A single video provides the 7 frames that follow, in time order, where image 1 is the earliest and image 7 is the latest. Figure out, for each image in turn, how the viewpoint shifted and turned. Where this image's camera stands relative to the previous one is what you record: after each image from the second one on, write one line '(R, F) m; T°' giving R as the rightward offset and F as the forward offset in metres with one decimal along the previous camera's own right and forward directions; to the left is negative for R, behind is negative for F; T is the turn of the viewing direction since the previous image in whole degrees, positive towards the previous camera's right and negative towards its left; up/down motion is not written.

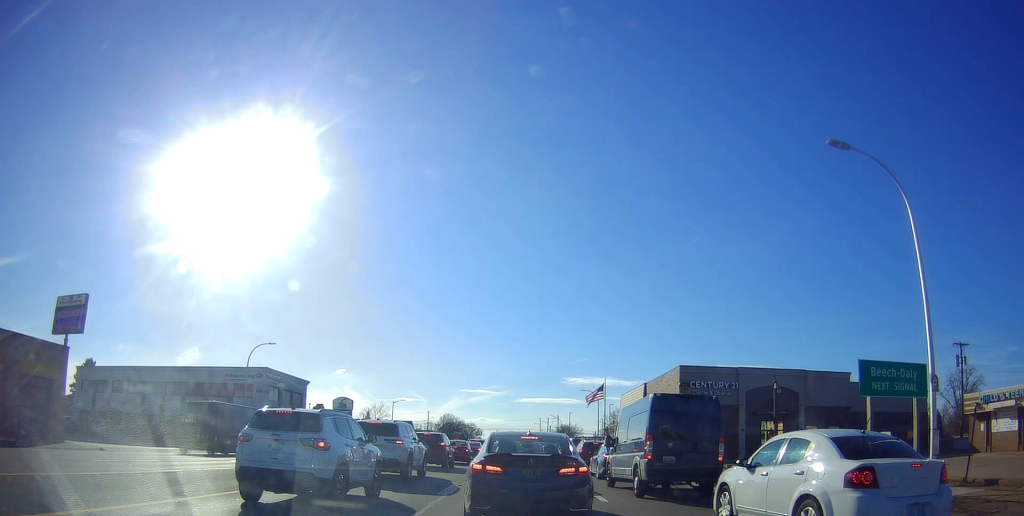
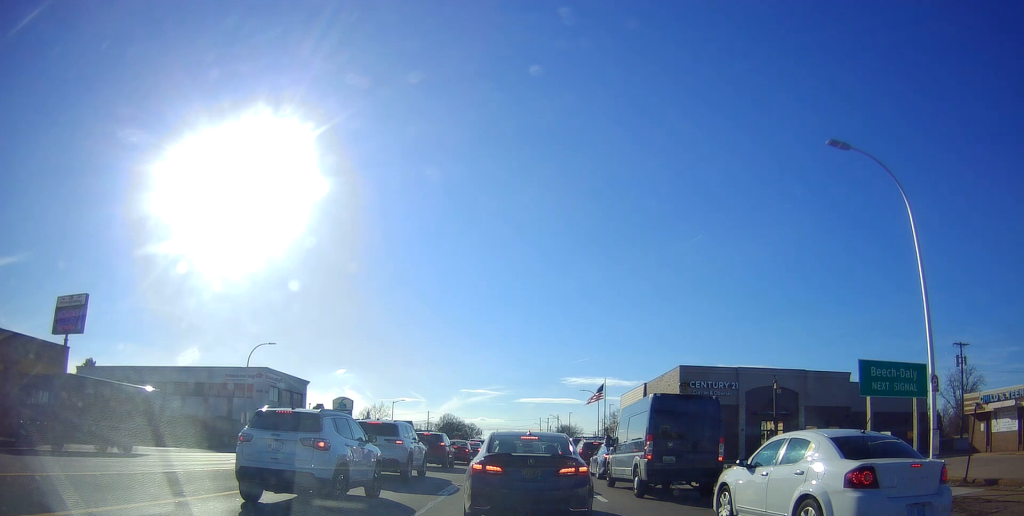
(0.0, 0.0) m; 0°
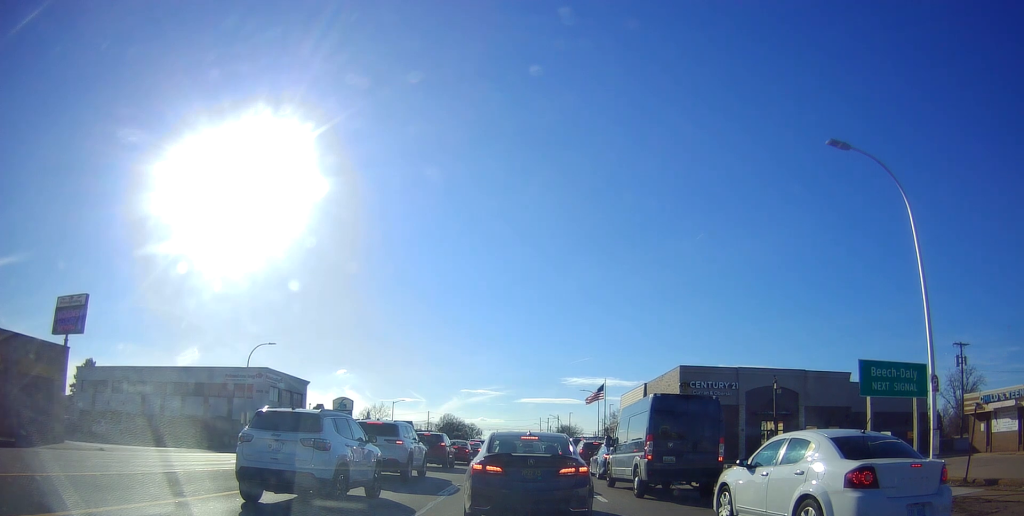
(0.0, 0.0) m; 0°
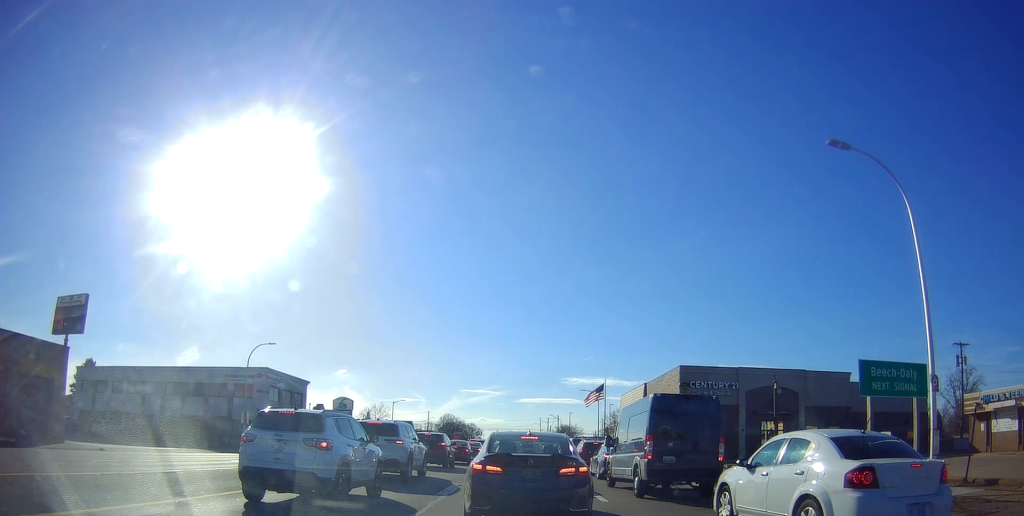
(0.0, 0.0) m; 0°
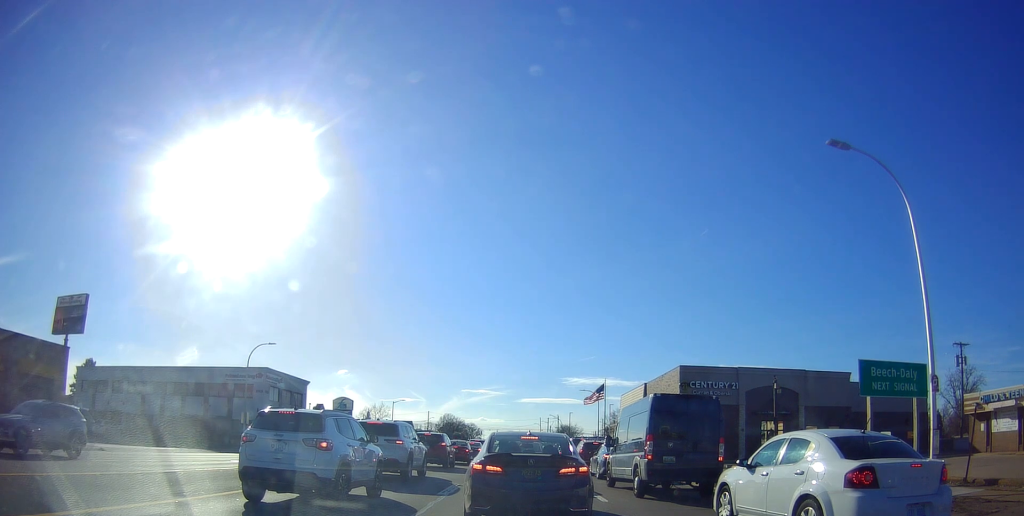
(0.0, 0.0) m; 0°
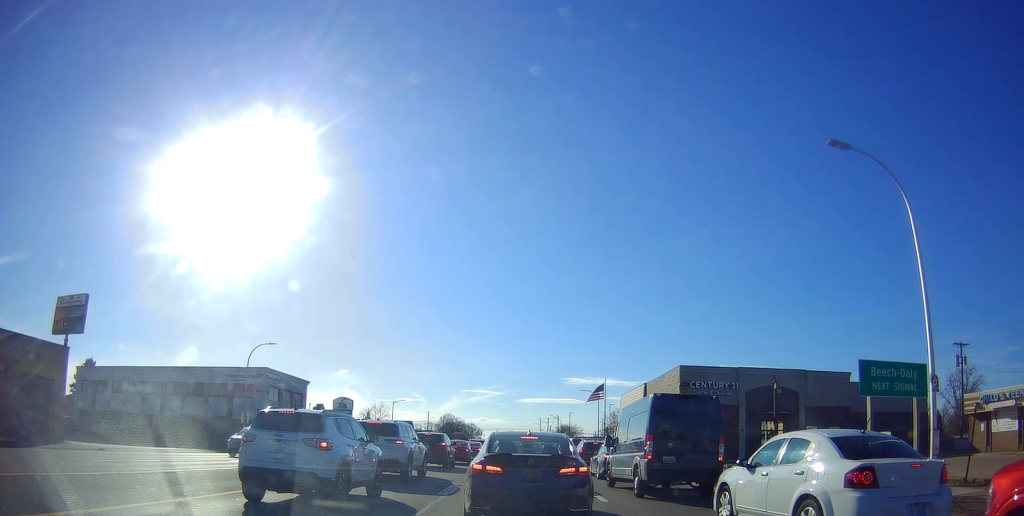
(0.0, 0.0) m; 0°
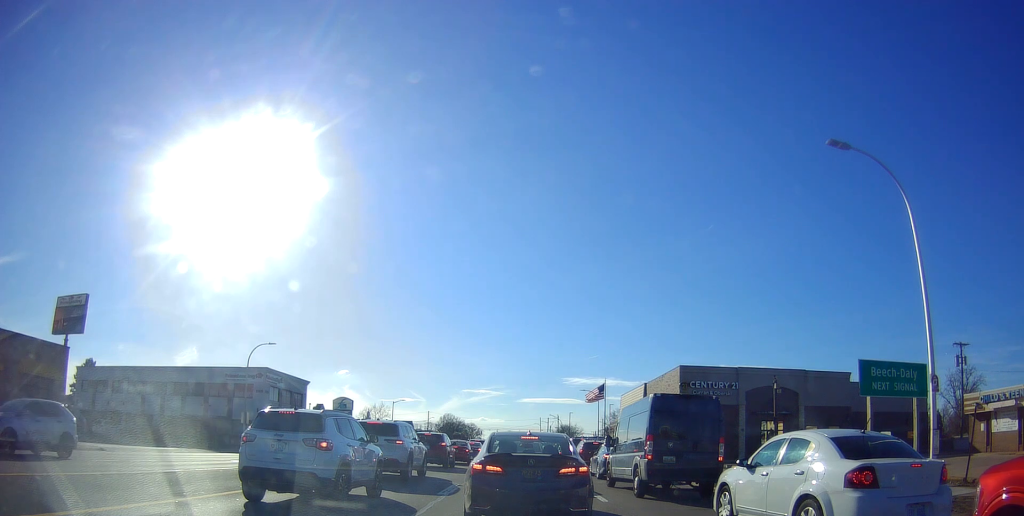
(0.0, 0.0) m; 0°
